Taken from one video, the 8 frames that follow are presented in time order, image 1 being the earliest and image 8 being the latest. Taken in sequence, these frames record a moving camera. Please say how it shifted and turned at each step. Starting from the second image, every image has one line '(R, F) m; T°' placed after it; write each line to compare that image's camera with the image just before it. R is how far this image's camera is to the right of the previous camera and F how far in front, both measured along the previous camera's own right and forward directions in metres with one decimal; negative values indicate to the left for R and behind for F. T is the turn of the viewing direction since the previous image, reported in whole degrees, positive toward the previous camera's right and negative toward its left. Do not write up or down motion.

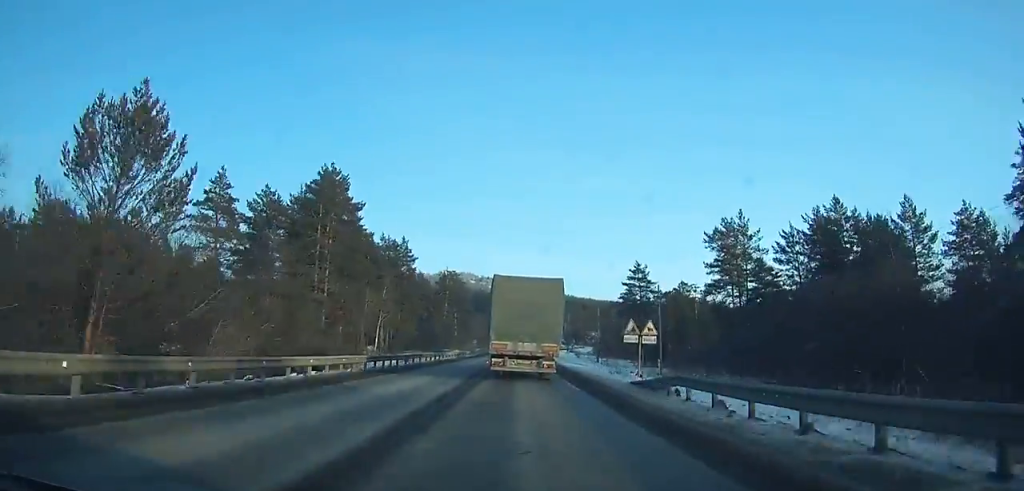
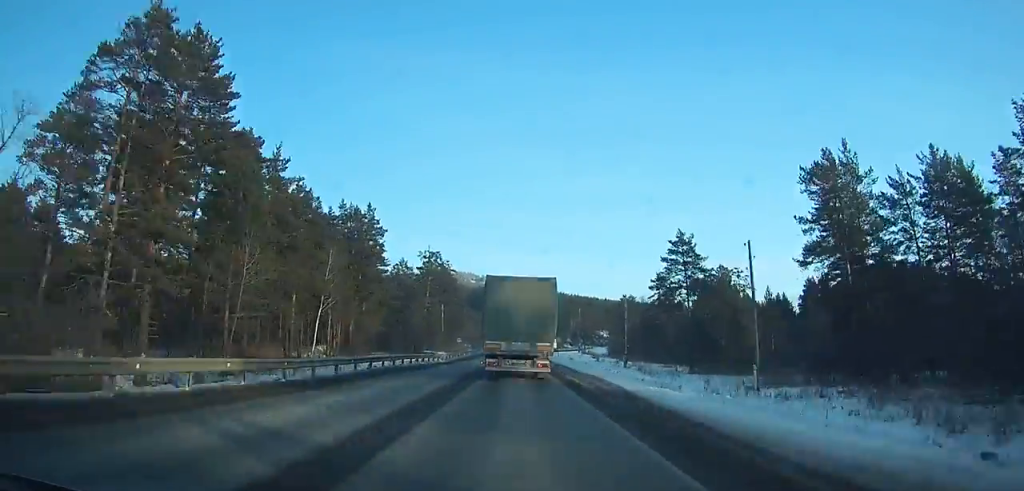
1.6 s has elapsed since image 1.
(-0.2, +28.3) m; 0°
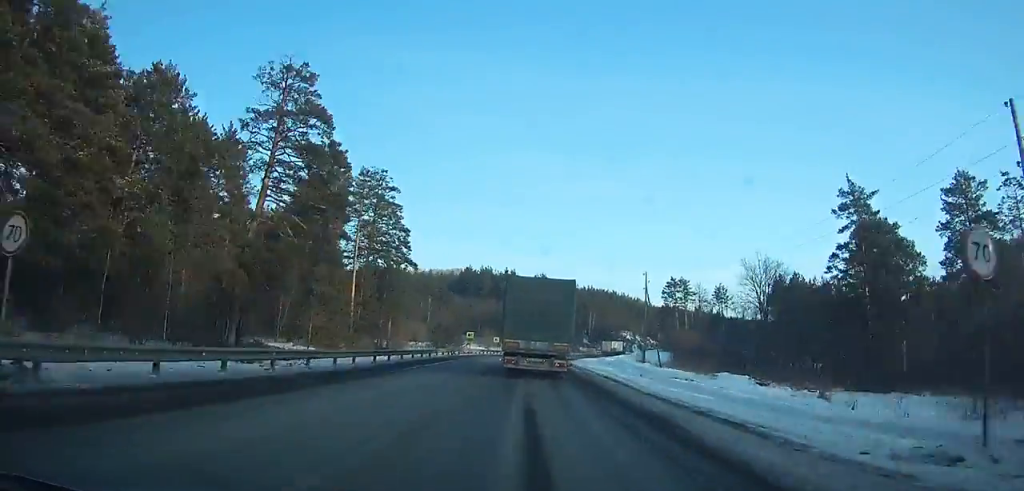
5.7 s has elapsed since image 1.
(+0.8, +69.6) m; +3°
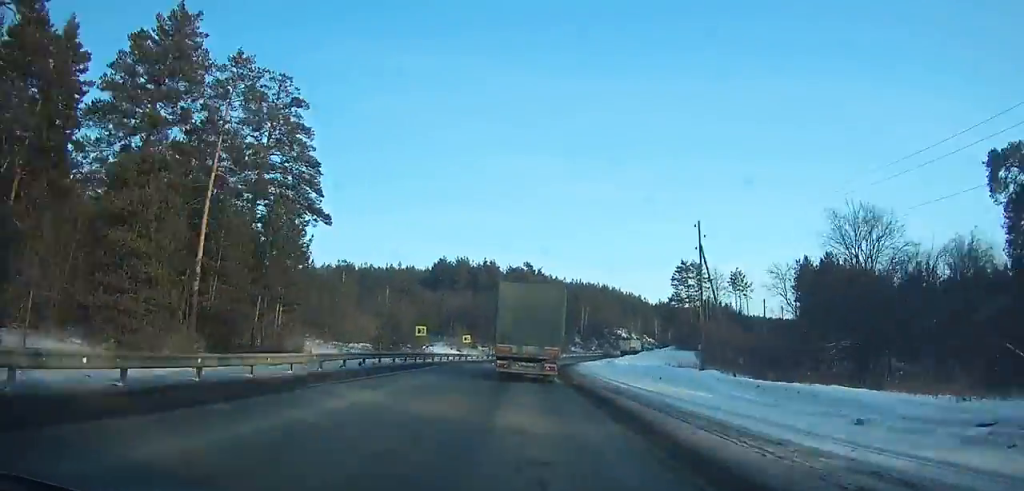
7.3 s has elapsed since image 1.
(+0.4, +26.0) m; +2°
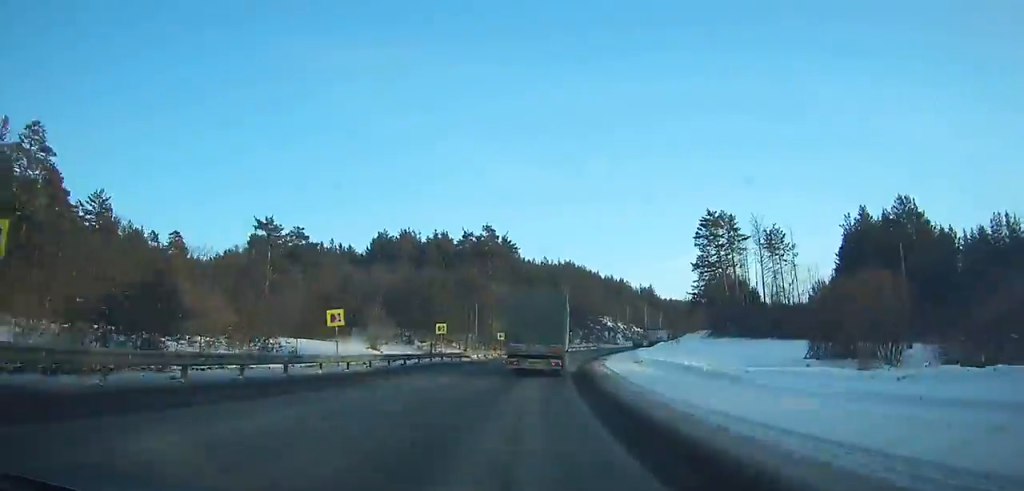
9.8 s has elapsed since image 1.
(+0.9, +39.8) m; +5°
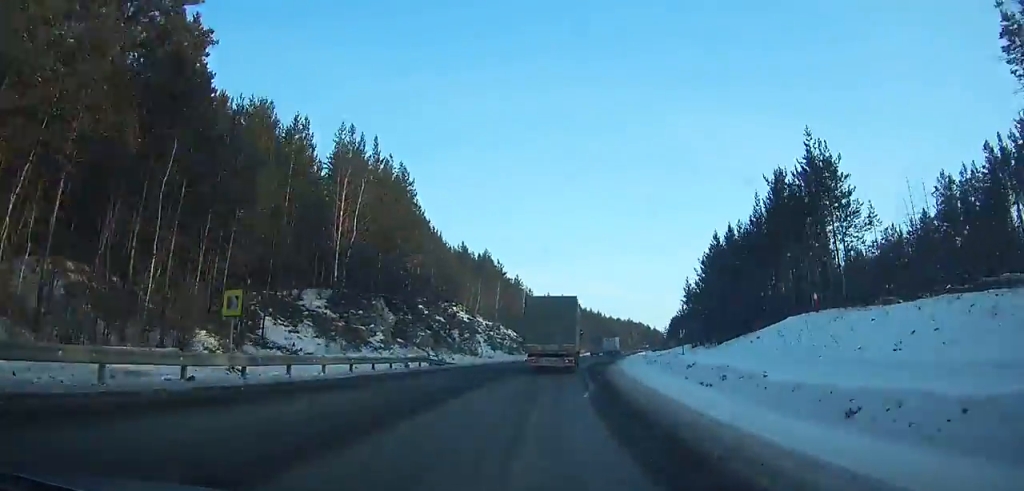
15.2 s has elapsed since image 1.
(+10.3, +89.6) m; +14°
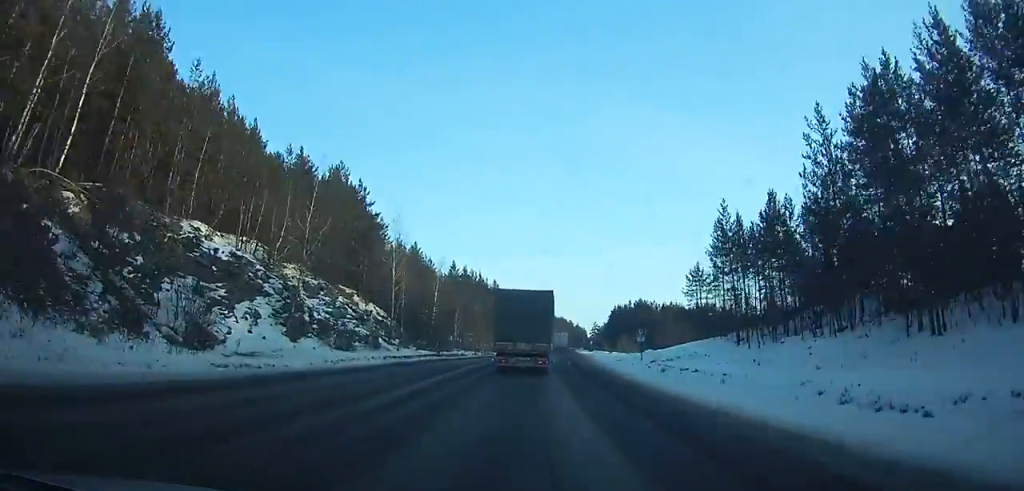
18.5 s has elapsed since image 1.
(+4.3, +58.6) m; +7°
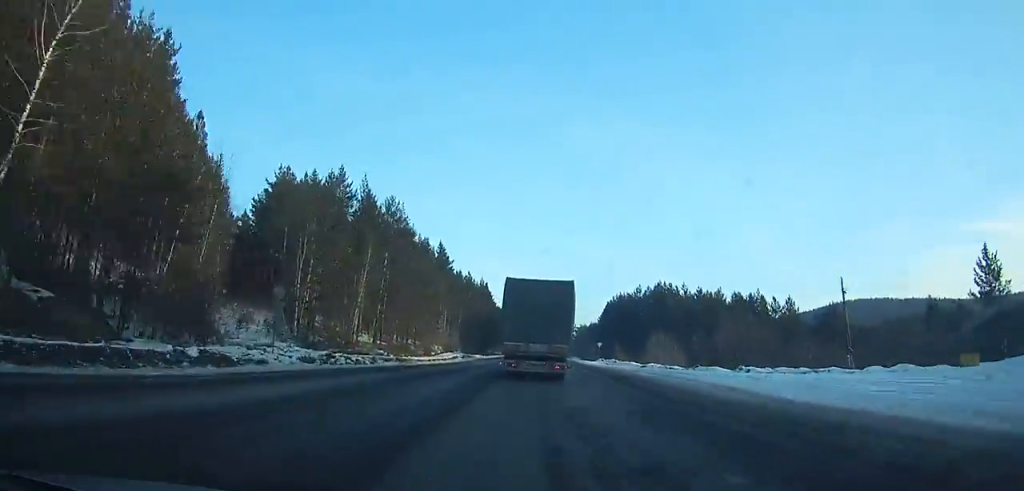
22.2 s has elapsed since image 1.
(+2.6, +64.0) m; +3°
